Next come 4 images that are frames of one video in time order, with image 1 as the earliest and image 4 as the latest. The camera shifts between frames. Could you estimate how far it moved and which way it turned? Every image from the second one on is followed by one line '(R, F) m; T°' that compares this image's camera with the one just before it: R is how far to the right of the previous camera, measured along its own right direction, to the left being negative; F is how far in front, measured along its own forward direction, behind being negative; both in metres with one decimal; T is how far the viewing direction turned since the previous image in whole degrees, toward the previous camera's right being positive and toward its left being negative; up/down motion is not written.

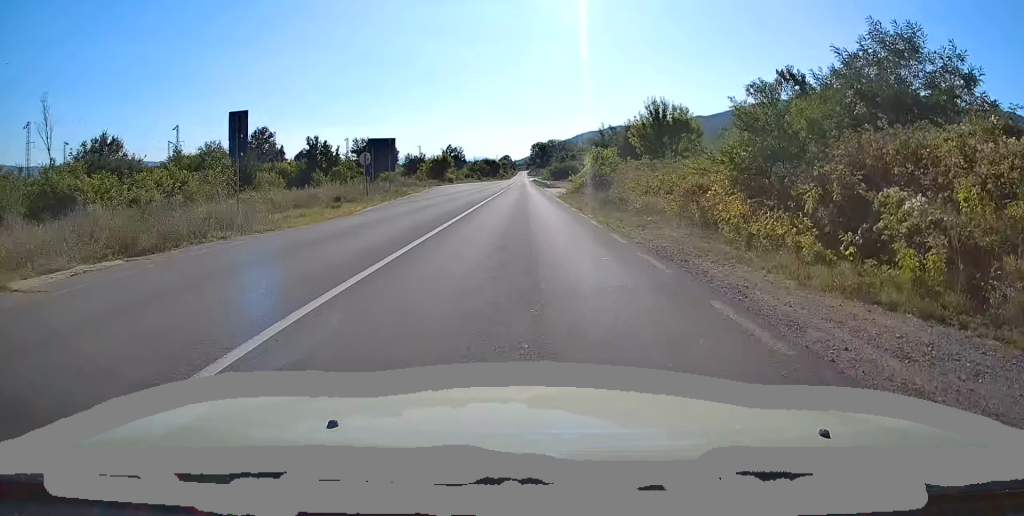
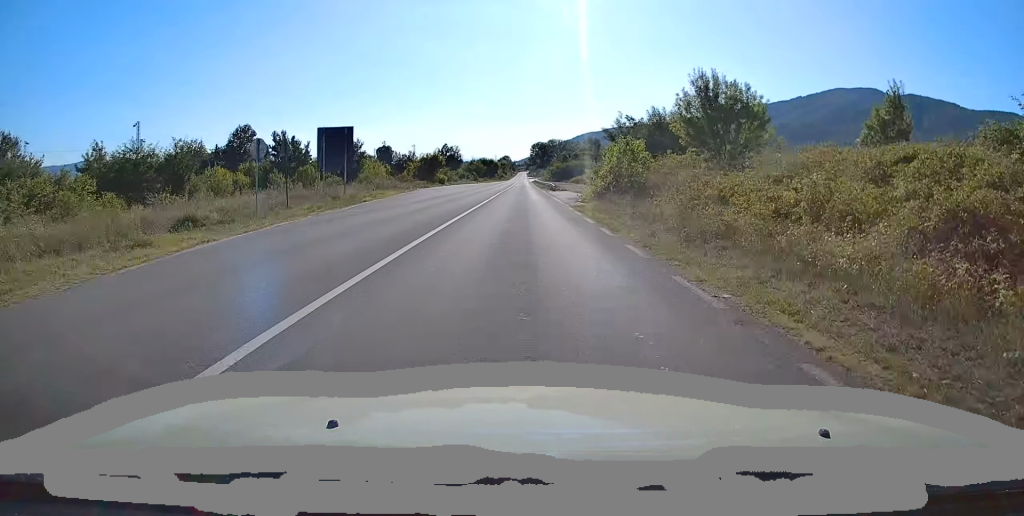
(+0.2, +14.5) m; +1°
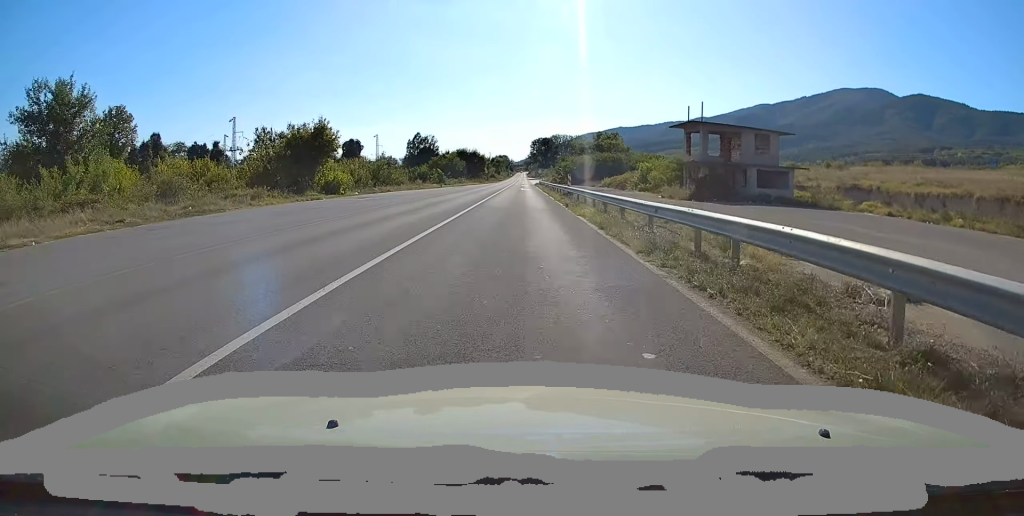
(-0.8, +70.1) m; -1°
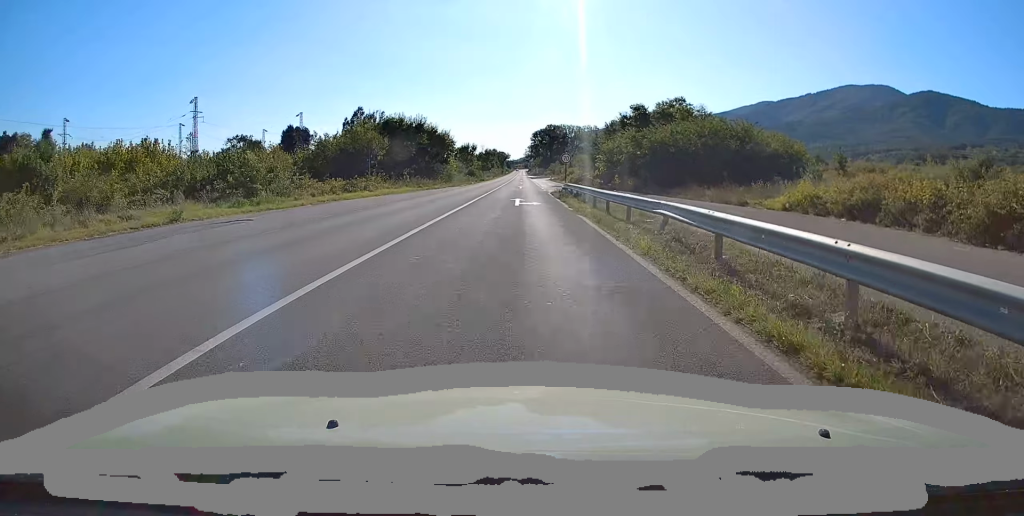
(-0.1, +73.3) m; -1°
